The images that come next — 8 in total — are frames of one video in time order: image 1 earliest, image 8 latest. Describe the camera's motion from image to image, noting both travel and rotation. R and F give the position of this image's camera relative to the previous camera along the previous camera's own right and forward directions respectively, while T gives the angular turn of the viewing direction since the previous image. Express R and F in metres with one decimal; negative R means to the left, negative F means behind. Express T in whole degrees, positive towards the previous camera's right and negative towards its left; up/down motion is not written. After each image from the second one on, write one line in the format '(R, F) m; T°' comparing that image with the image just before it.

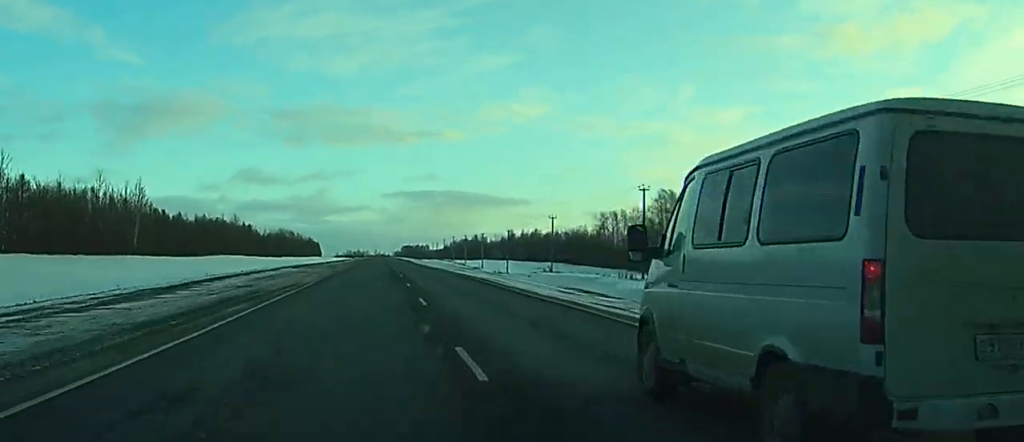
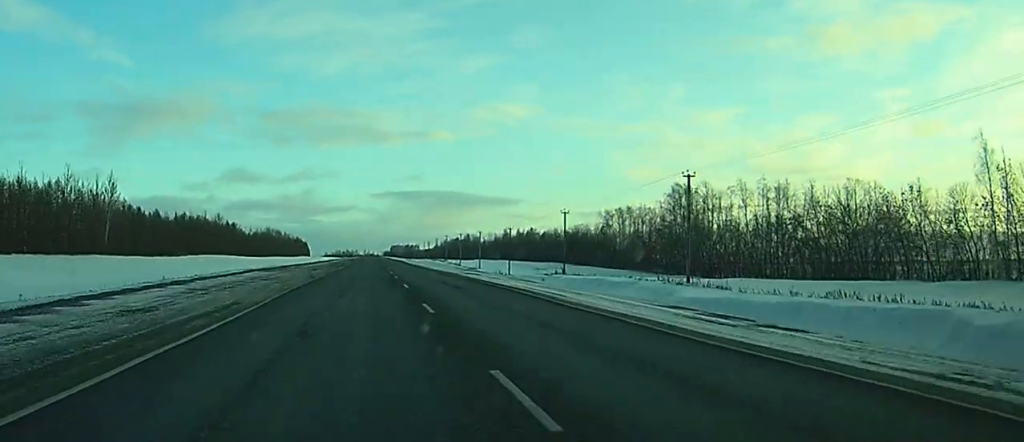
(+0.1, +14.4) m; 0°
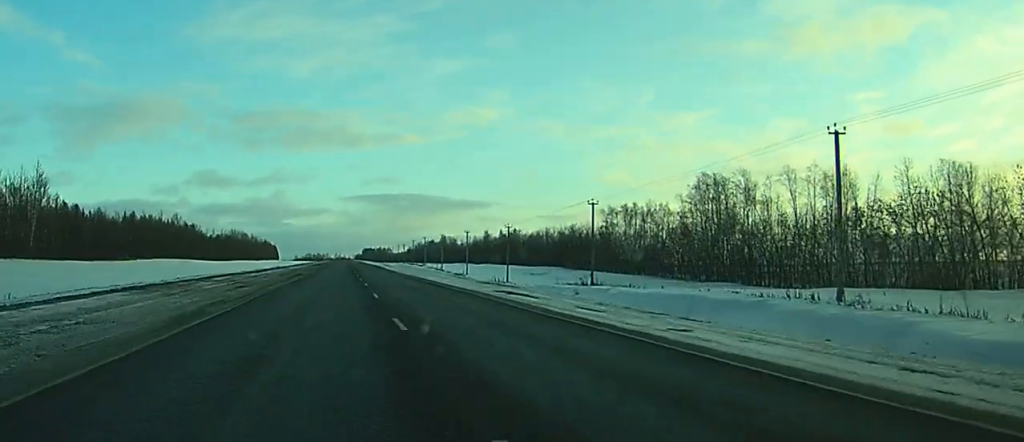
(+0.2, +26.8) m; +1°
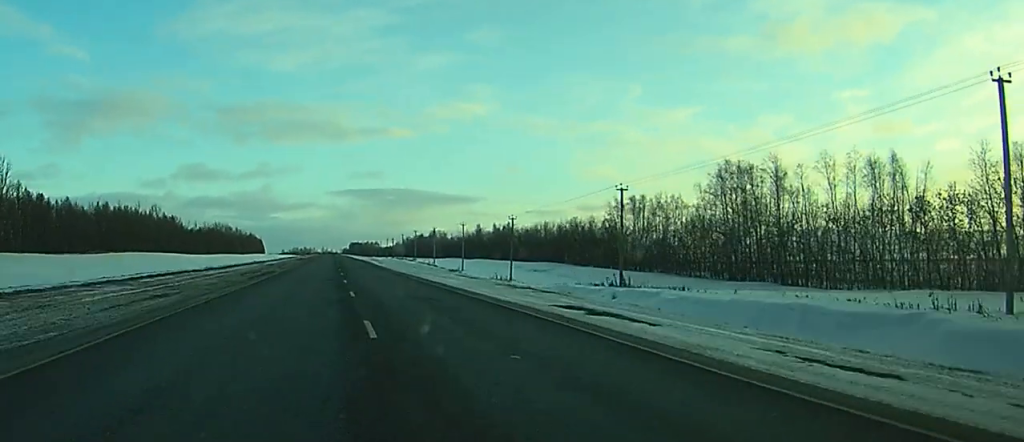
(+0.1, +14.0) m; +1°
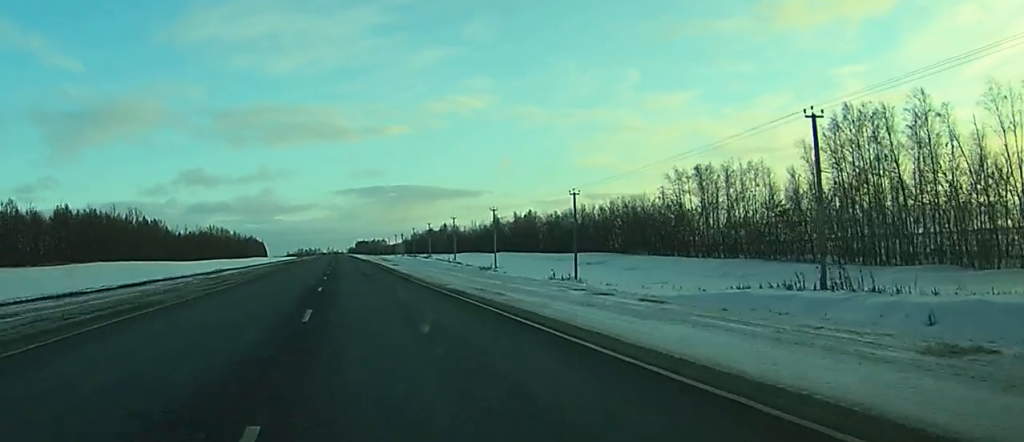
(+0.4, +33.4) m; +1°
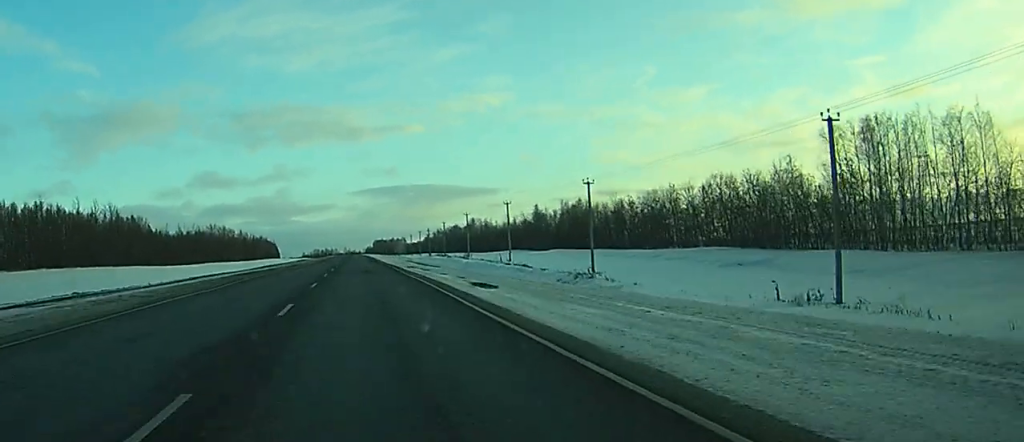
(-0.3, +46.9) m; -1°
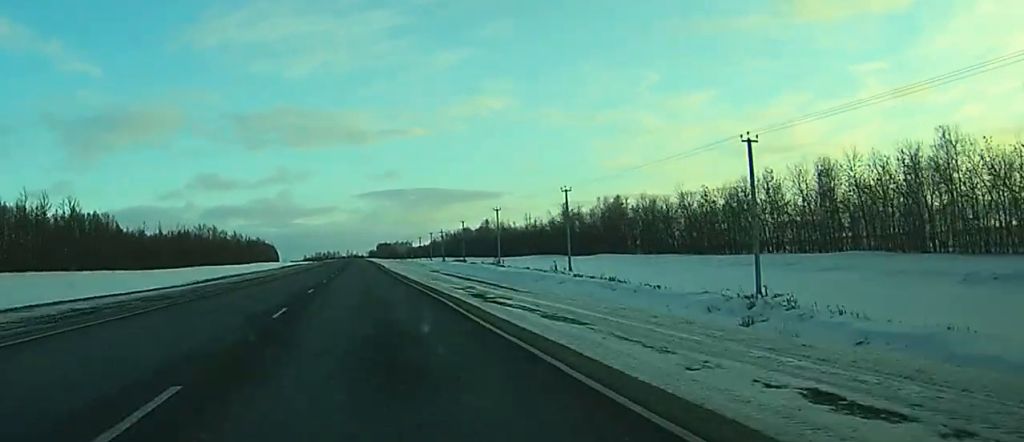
(-0.2, +35.5) m; -1°
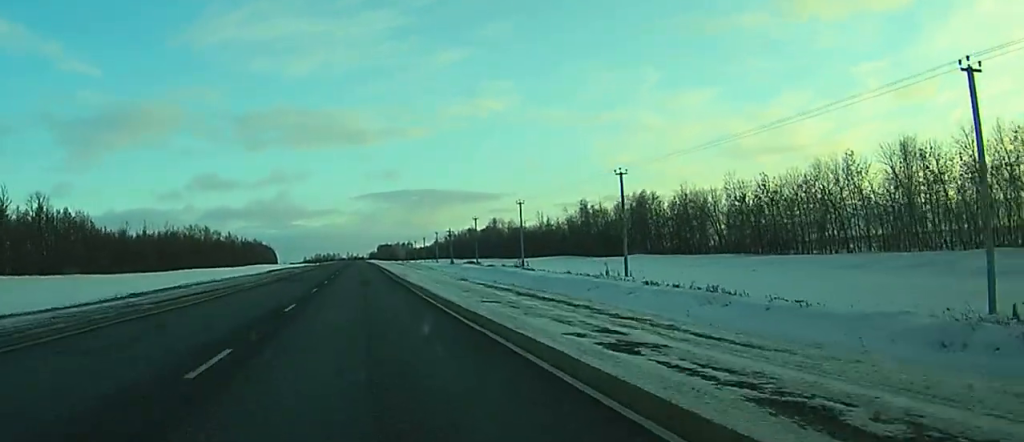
(-0.1, +20.1) m; 0°
